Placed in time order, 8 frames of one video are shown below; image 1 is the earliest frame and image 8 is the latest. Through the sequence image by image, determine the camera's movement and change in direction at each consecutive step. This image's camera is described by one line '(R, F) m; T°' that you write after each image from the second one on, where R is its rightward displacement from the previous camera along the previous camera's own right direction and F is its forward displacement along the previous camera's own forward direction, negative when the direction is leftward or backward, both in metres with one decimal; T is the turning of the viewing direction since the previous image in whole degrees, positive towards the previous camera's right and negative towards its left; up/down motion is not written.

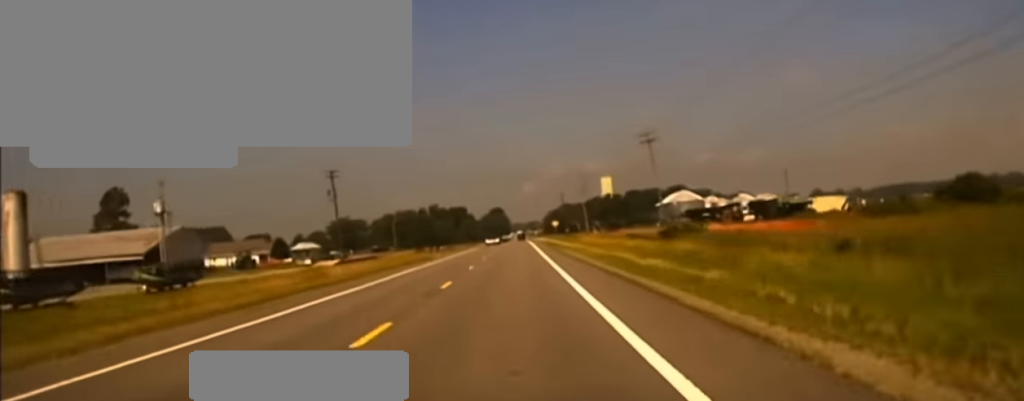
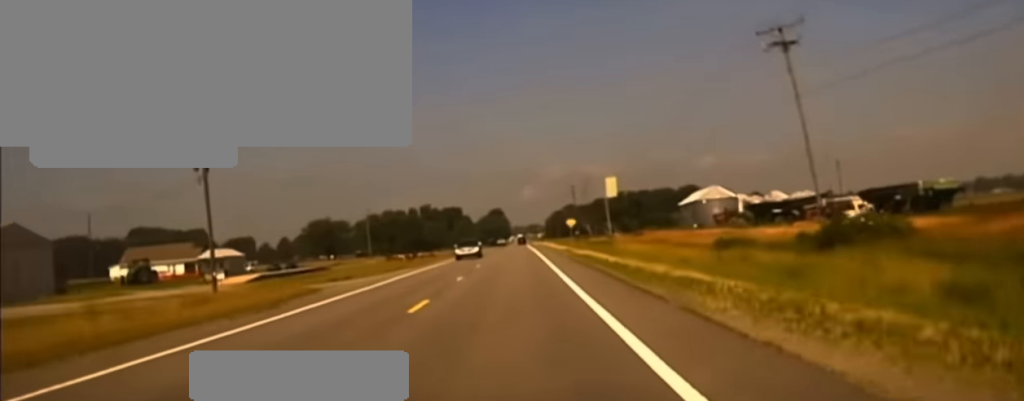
(0.0, +53.4) m; 0°
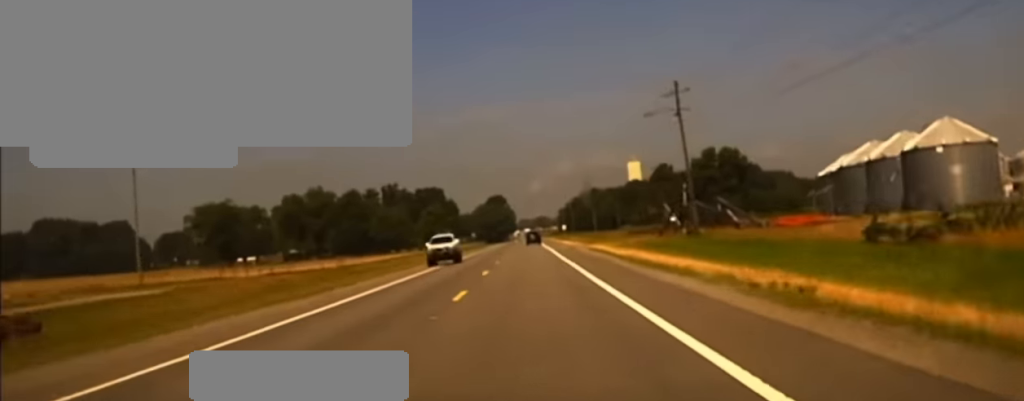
(-1.1, +149.2) m; -1°
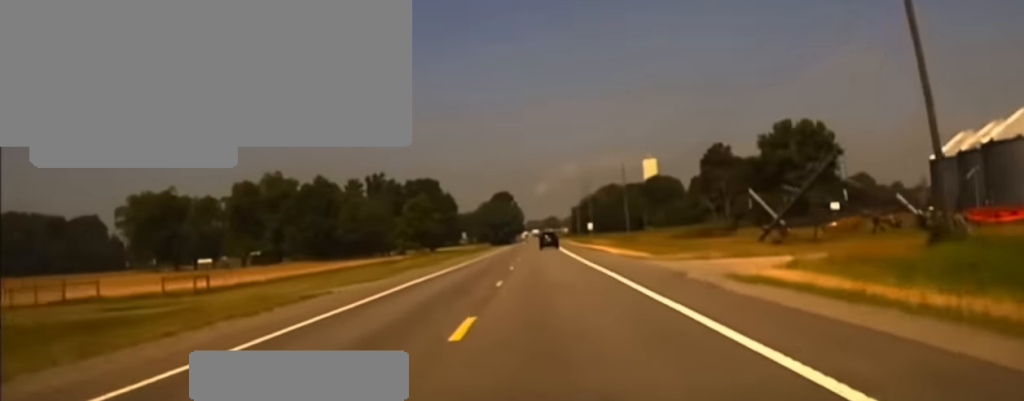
(-0.1, +36.3) m; 0°
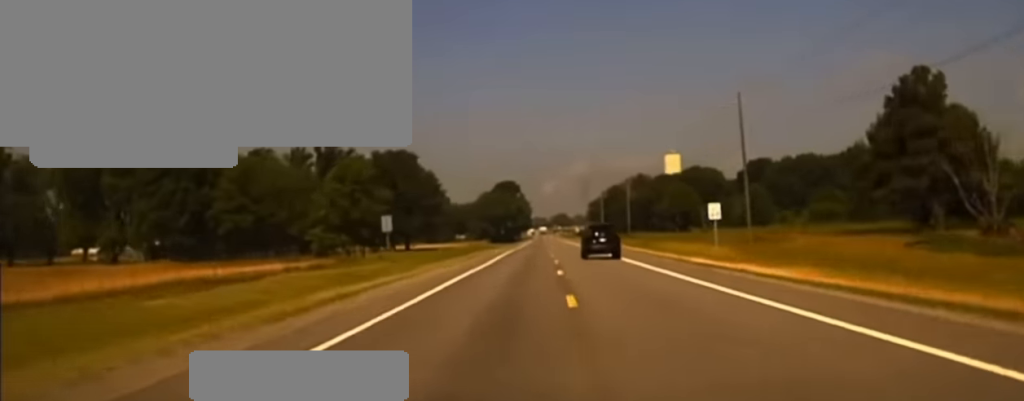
(-0.3, +51.9) m; 0°
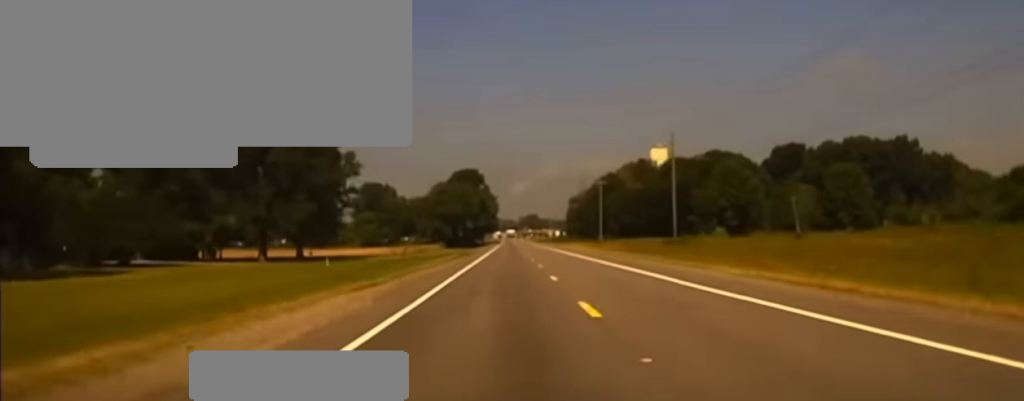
(+0.4, +60.4) m; +1°
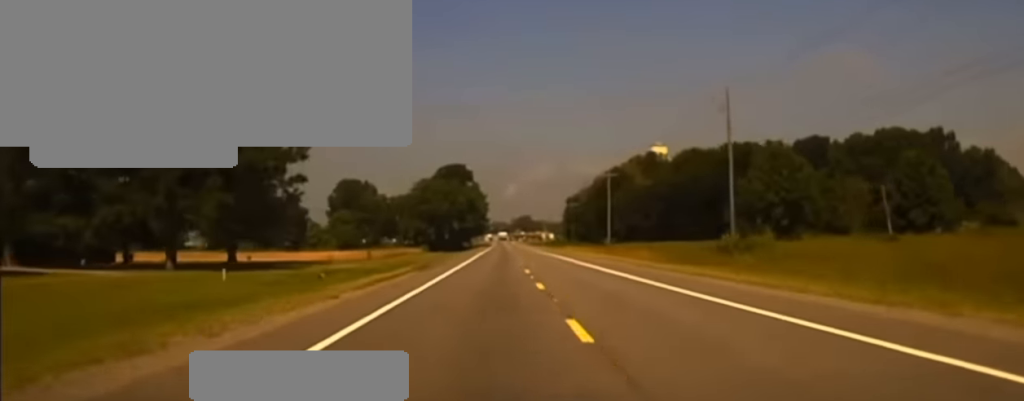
(+0.2, +26.0) m; +1°
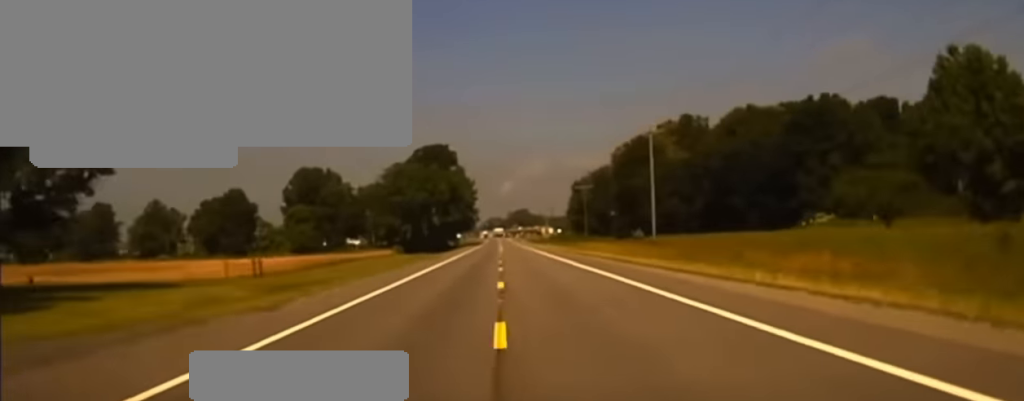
(+0.6, +51.1) m; +1°
